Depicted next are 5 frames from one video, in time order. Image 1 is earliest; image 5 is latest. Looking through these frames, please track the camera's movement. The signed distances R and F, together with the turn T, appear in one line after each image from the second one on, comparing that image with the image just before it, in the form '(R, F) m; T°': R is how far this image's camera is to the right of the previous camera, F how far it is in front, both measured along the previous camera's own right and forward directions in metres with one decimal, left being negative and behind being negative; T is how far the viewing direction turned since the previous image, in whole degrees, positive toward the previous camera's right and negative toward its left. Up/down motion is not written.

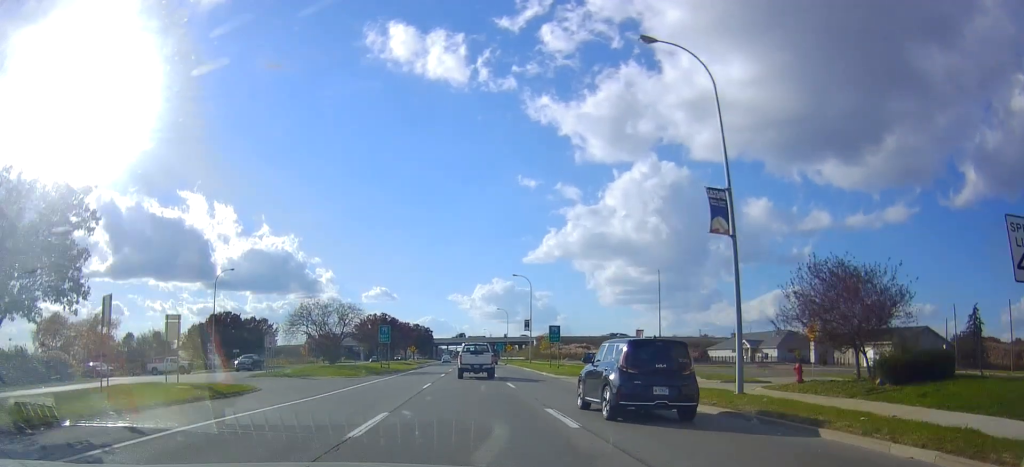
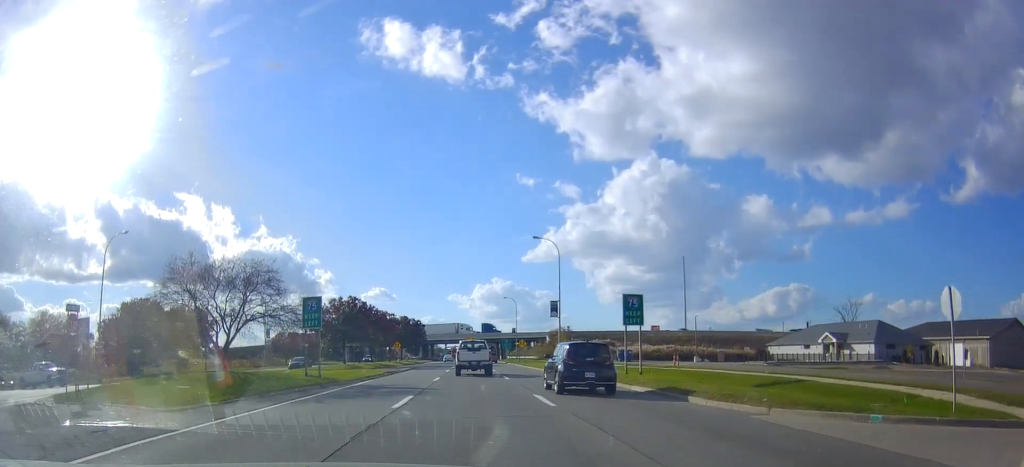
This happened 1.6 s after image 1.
(+0.6, +26.0) m; +1°
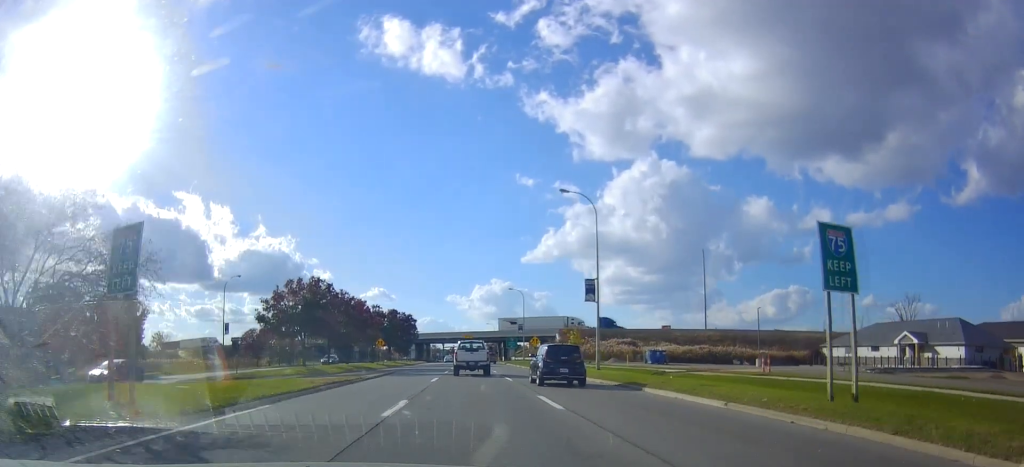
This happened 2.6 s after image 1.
(-0.4, +17.4) m; -2°
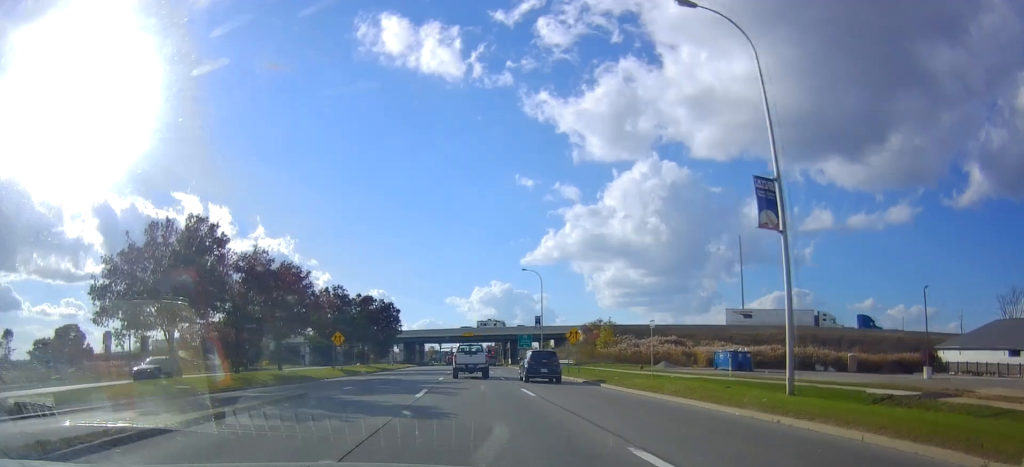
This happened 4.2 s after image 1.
(+0.5, +24.6) m; +3°
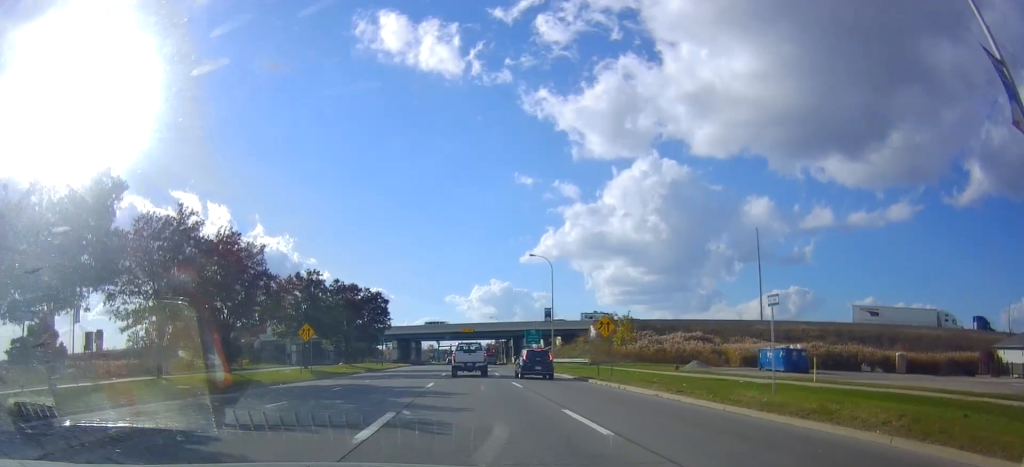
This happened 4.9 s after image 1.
(+0.2, +9.9) m; +1°
